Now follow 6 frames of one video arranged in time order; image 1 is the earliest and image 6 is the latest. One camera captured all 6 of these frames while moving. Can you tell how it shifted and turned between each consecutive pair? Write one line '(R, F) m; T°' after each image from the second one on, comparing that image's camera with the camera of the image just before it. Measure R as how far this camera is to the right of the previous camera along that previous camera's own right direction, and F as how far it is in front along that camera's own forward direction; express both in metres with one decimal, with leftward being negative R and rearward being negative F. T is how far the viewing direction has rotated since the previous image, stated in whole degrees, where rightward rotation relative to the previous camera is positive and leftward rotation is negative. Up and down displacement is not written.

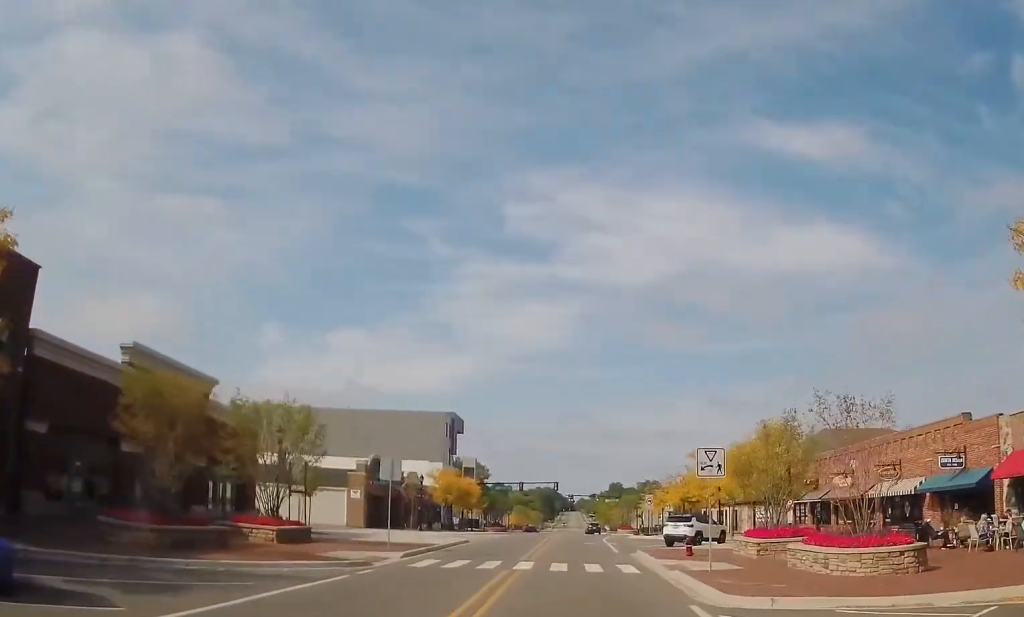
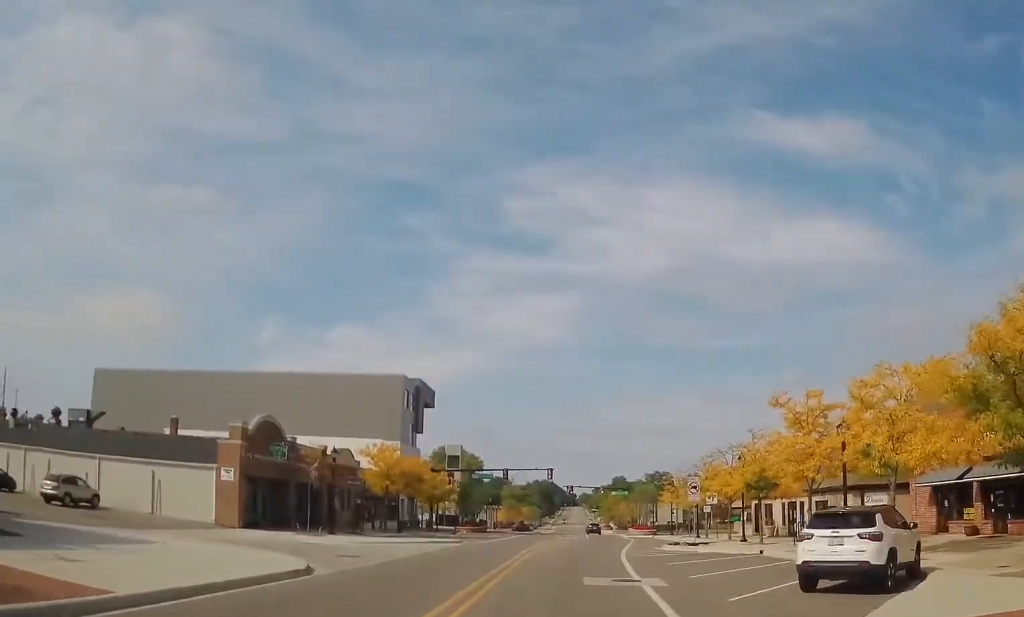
(0.0, +23.9) m; -2°
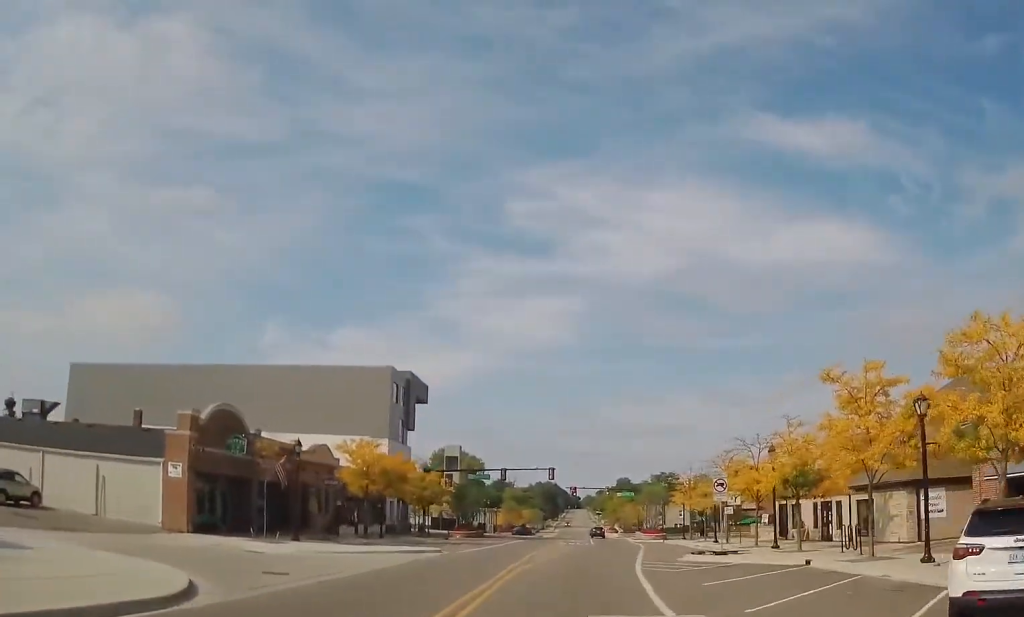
(-0.2, +6.0) m; 0°
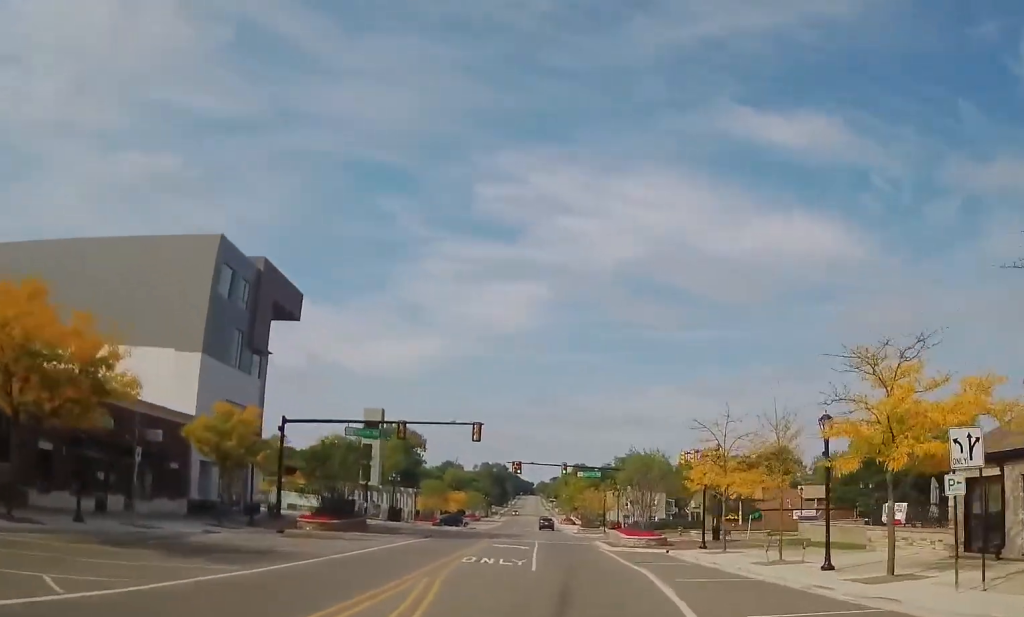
(+0.7, +29.0) m; +3°
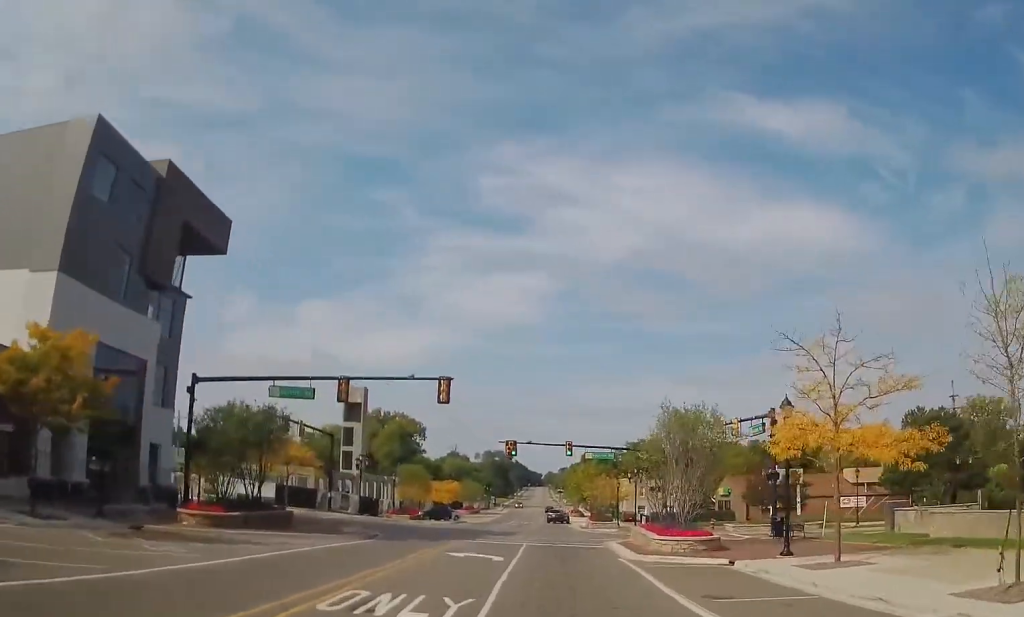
(0.0, +13.3) m; 0°
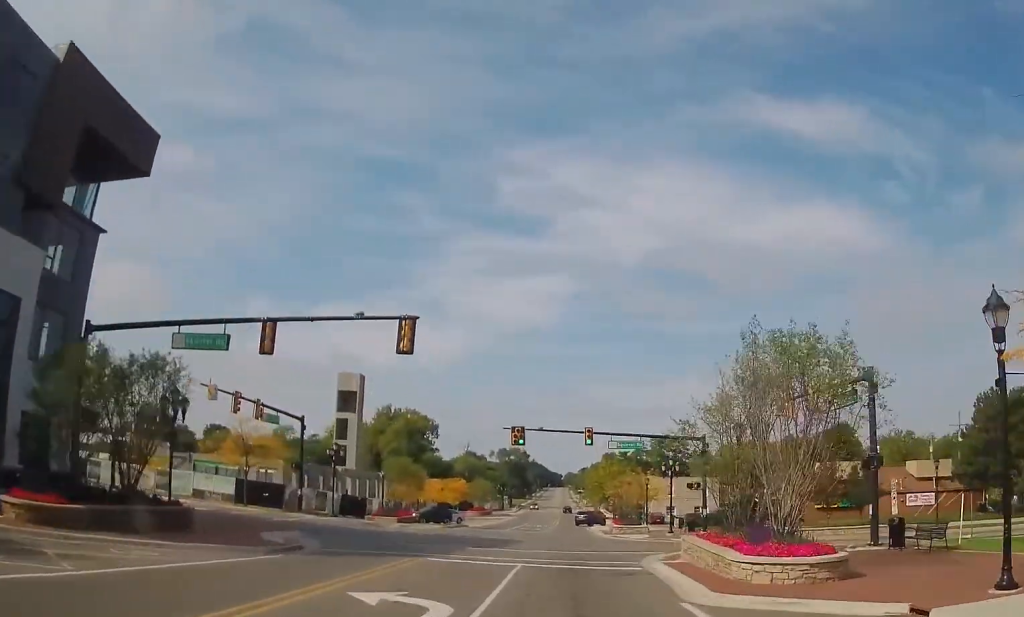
(0.0, +11.1) m; 0°
